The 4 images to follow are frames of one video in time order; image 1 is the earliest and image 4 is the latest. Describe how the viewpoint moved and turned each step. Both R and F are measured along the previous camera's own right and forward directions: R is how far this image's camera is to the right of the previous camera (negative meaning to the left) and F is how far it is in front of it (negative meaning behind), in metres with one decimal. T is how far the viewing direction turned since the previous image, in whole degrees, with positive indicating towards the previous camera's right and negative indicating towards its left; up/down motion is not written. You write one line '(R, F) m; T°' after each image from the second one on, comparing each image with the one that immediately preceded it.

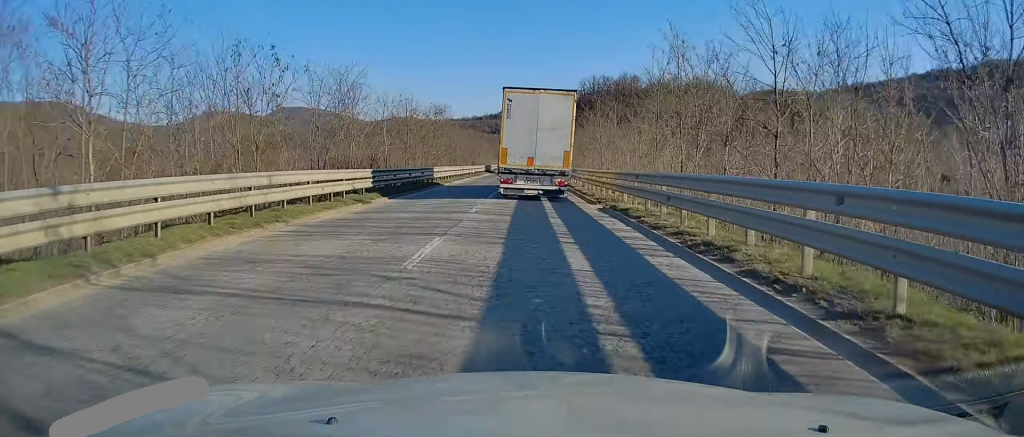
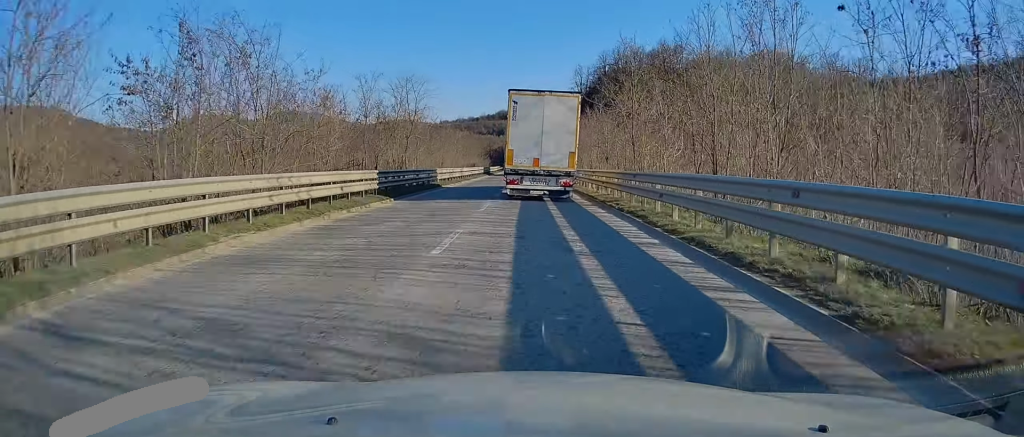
(0.0, +70.6) m; 0°
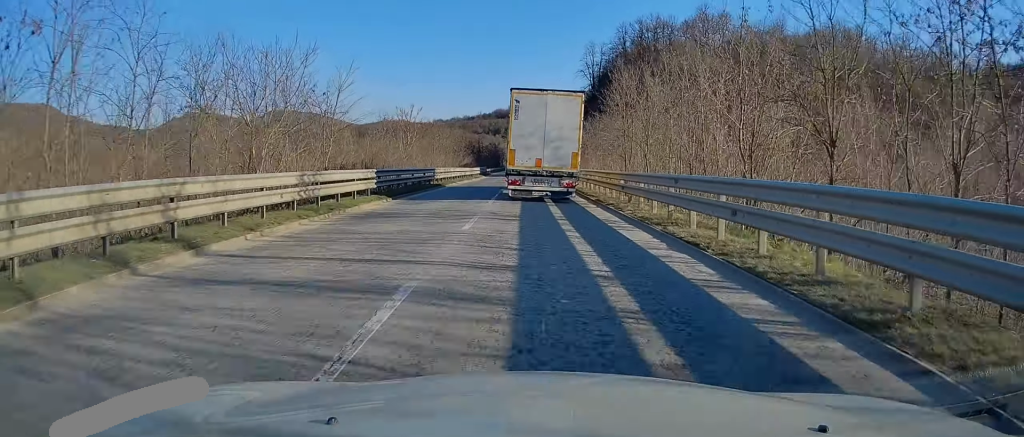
(-0.1, +41.3) m; 0°
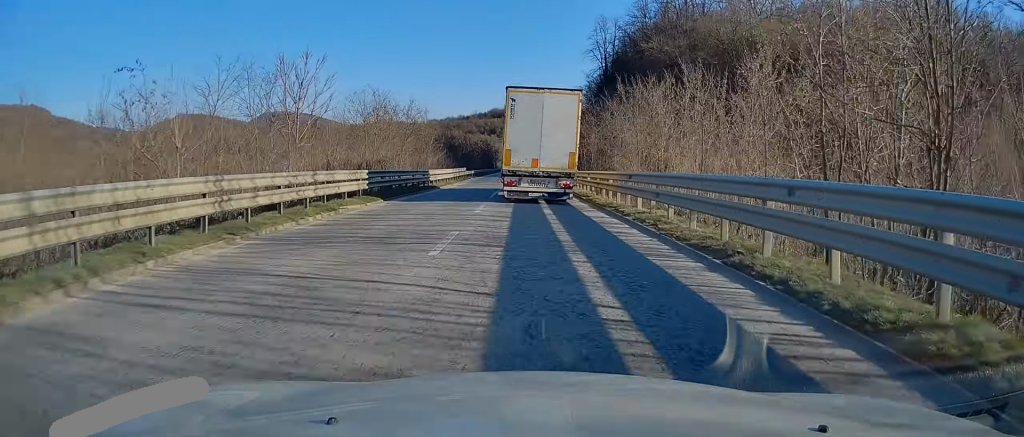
(+0.2, +30.6) m; 0°
